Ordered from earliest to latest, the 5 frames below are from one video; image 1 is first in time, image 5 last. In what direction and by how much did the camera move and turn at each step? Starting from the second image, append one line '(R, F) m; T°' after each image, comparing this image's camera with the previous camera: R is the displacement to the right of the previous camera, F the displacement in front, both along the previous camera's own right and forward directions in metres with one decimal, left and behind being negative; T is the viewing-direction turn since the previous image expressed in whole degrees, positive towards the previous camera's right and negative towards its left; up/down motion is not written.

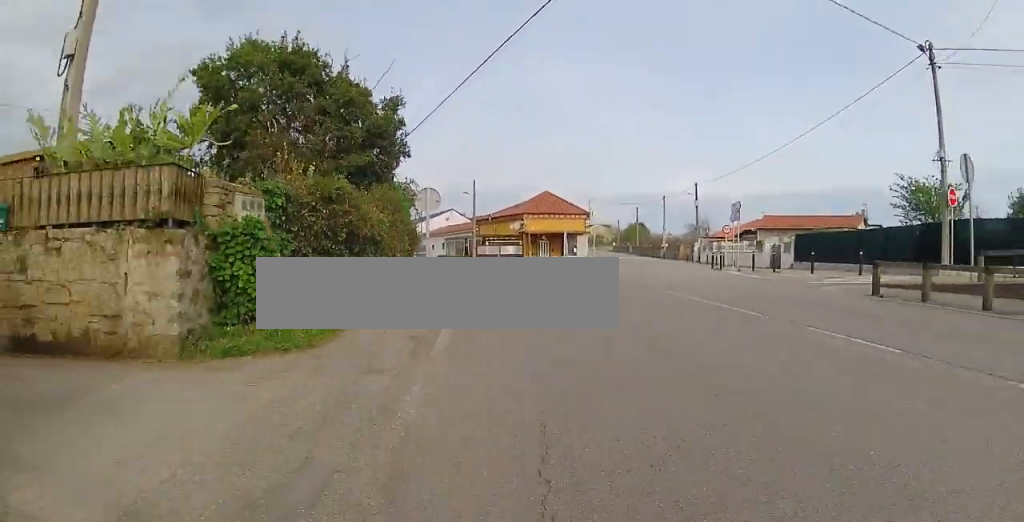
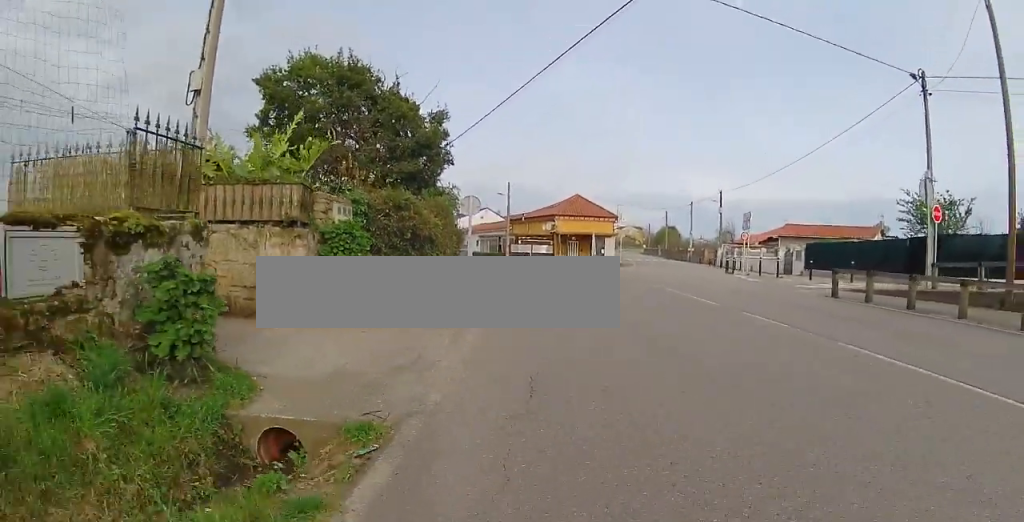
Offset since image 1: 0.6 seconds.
(+0.2, +2.5) m; +3°
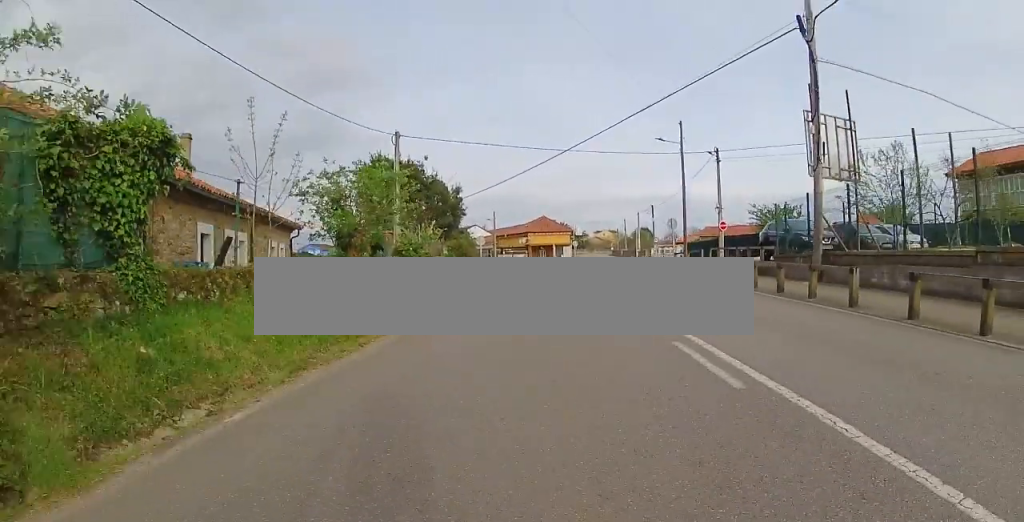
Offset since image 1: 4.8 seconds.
(-2.0, +19.0) m; -6°
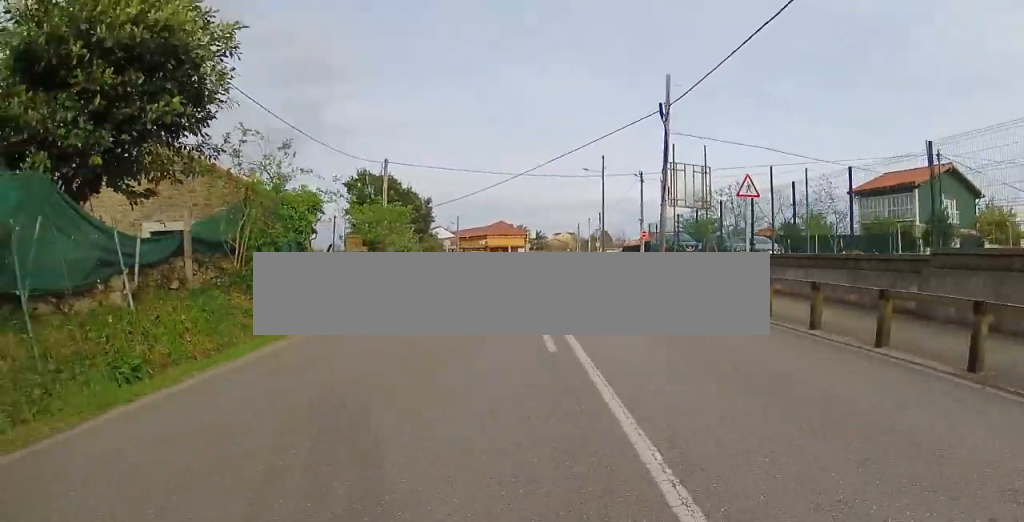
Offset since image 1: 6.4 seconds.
(+0.6, +8.3) m; +4°
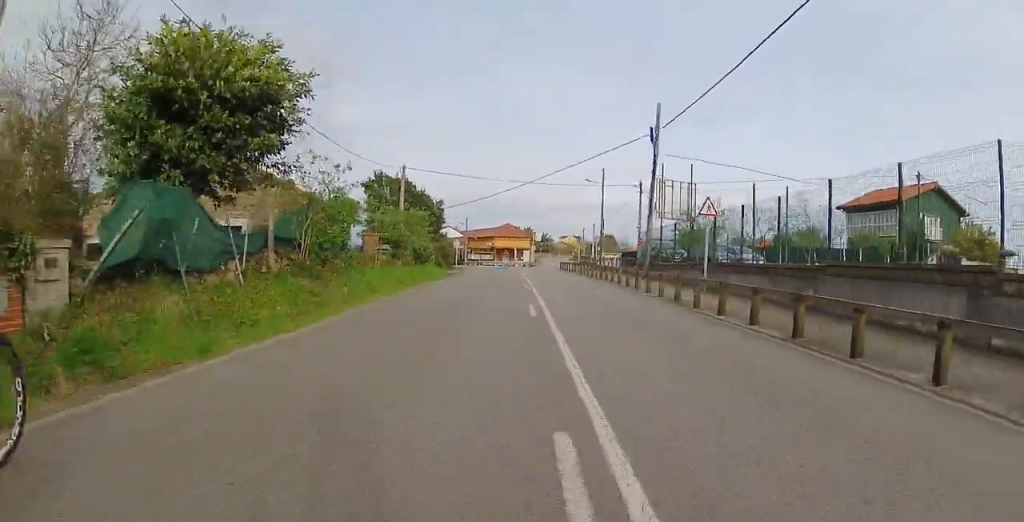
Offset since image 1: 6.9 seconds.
(-0.1, +2.6) m; -1°
